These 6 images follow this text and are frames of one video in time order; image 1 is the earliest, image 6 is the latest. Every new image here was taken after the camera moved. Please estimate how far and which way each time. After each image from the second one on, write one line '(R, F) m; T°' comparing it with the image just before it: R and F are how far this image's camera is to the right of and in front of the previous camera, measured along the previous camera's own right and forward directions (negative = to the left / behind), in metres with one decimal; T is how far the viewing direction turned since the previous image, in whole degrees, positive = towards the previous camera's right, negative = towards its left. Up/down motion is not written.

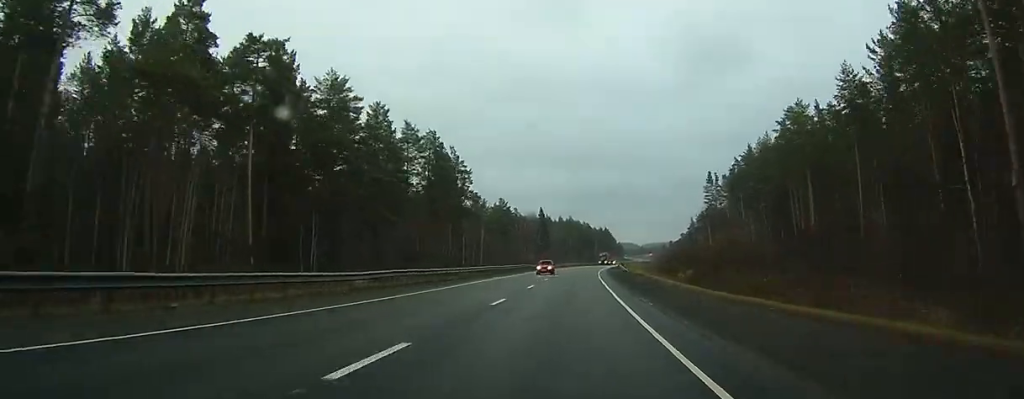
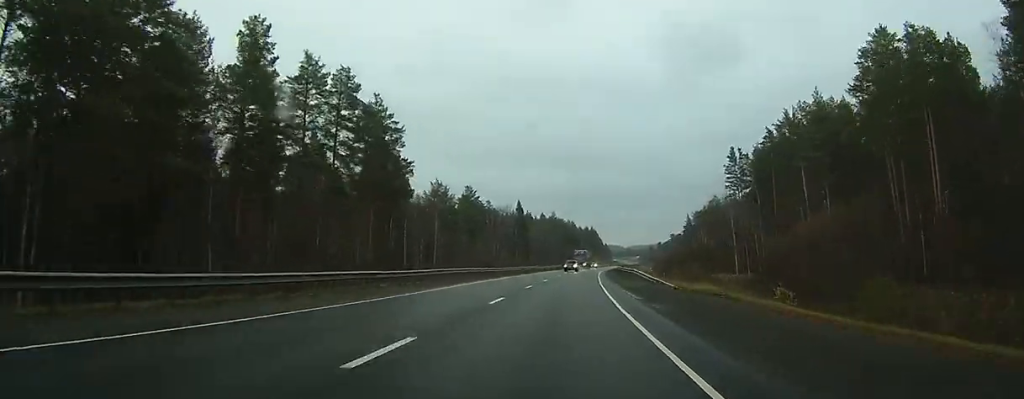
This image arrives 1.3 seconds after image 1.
(+0.4, +35.1) m; +1°
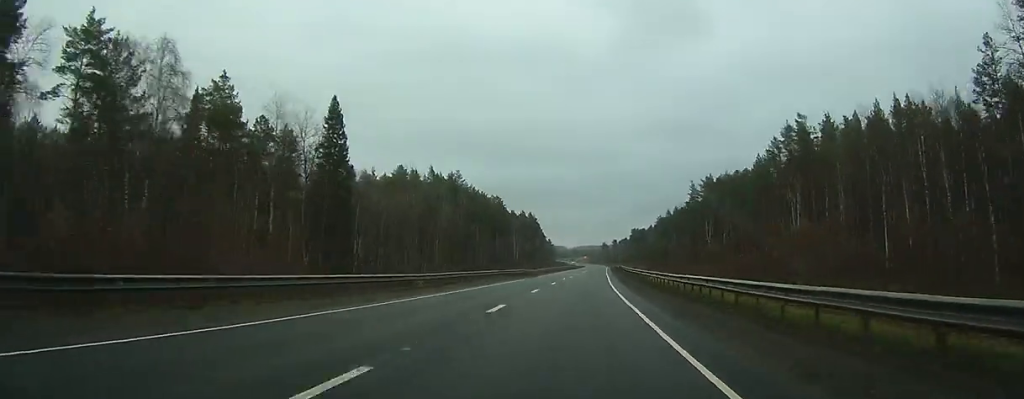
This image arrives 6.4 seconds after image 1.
(+6.9, +133.8) m; +6°
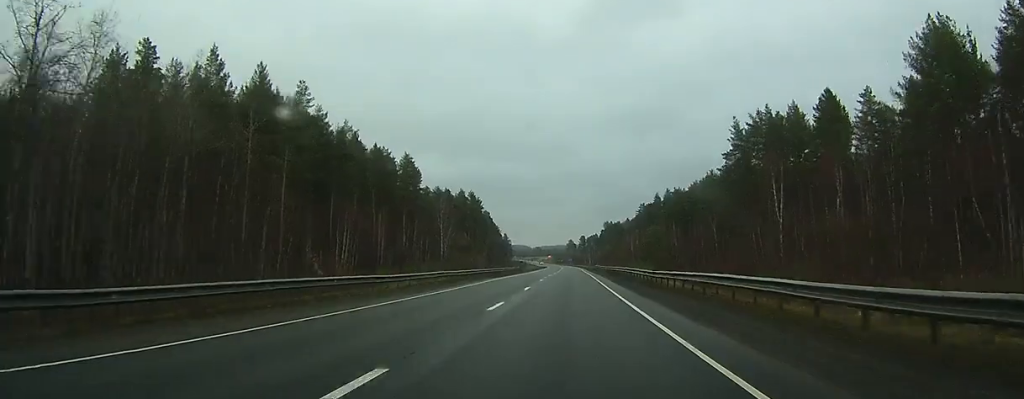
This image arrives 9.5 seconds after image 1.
(+2.1, +83.1) m; +2°
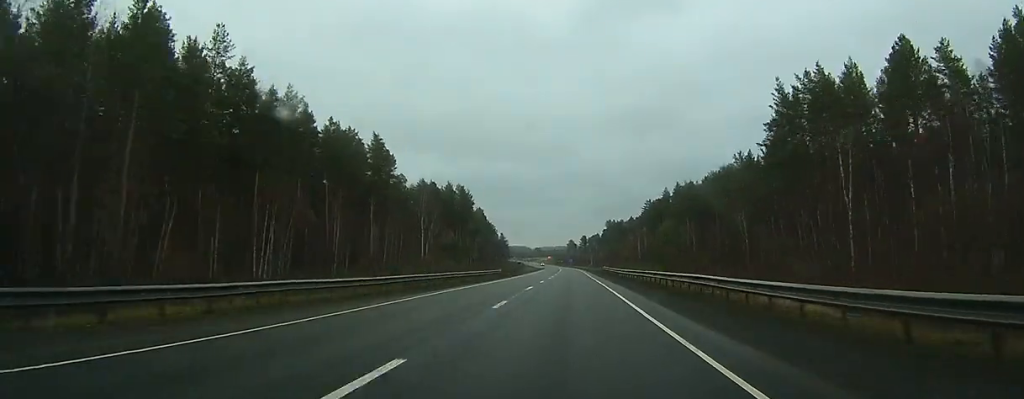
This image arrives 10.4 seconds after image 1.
(+0.1, +22.9) m; 0°
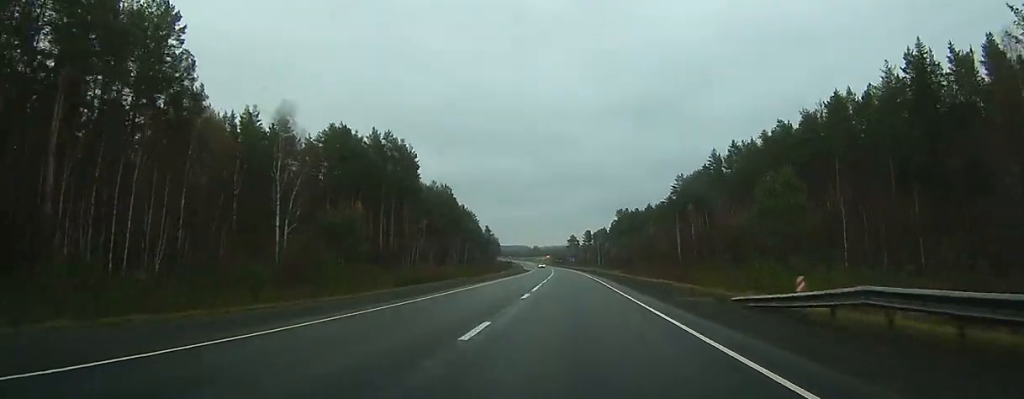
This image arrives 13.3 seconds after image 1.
(+0.2, +77.1) m; 0°
